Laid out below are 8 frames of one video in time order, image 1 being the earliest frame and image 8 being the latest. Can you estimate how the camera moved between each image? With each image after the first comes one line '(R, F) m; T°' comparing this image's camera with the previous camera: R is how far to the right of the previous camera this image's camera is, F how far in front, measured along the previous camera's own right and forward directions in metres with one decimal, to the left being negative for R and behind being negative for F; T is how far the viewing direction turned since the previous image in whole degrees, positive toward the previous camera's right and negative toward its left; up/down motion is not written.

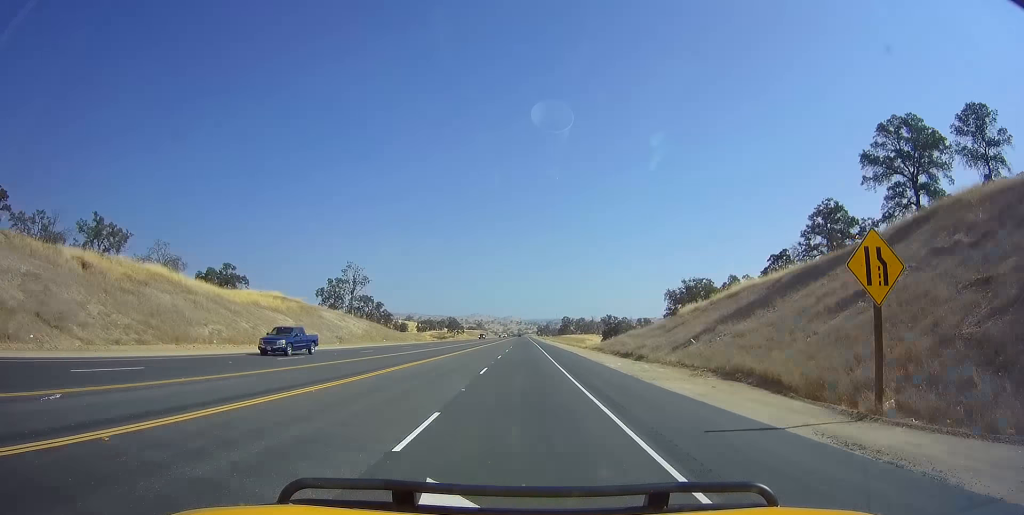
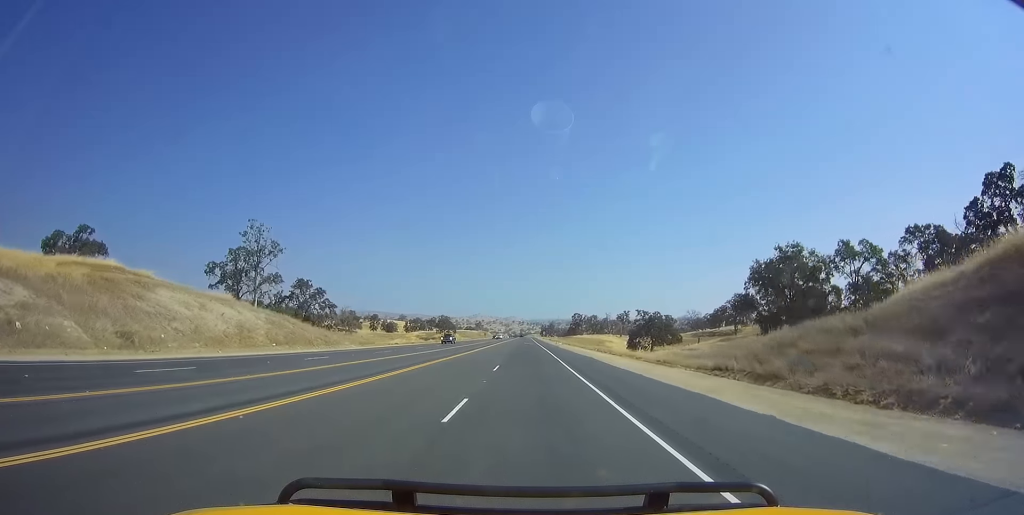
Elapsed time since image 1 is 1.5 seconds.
(+0.1, +41.4) m; 0°
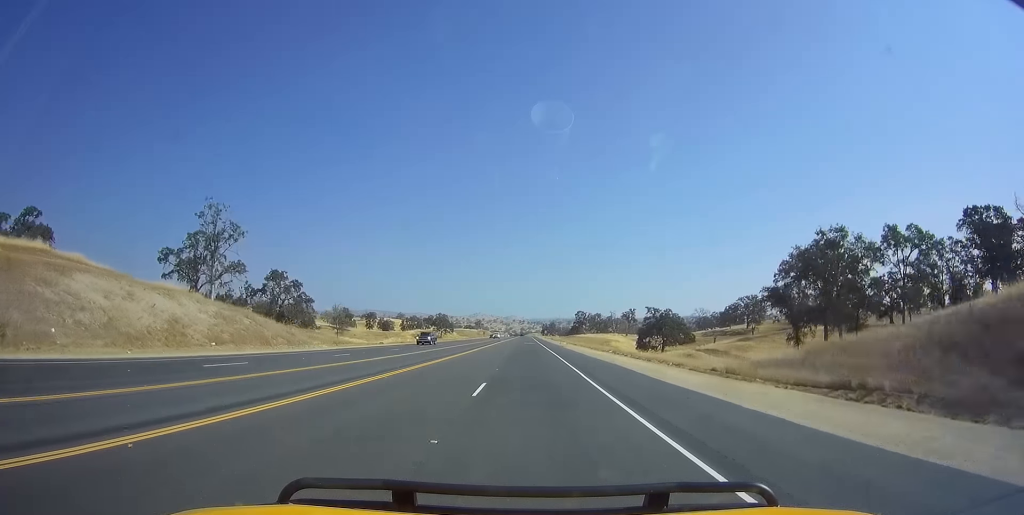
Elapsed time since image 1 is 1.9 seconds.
(0.0, +10.6) m; 0°
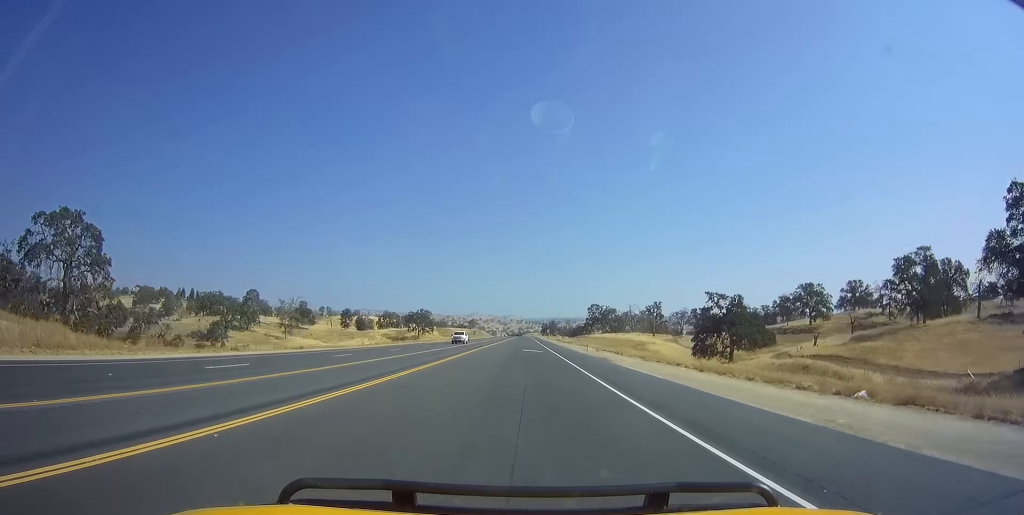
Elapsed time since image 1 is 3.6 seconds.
(+0.2, +44.5) m; -1°
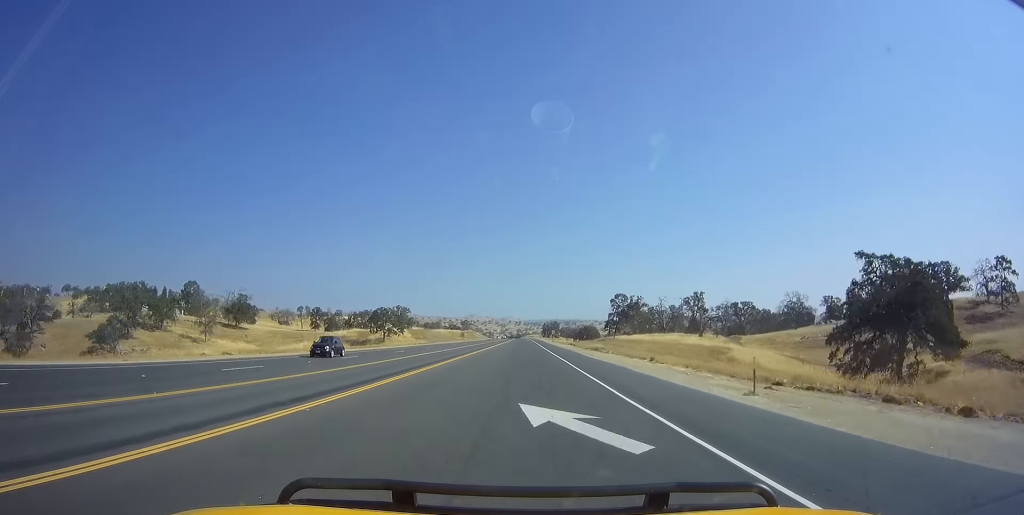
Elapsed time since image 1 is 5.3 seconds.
(-0.3, +42.8) m; +1°
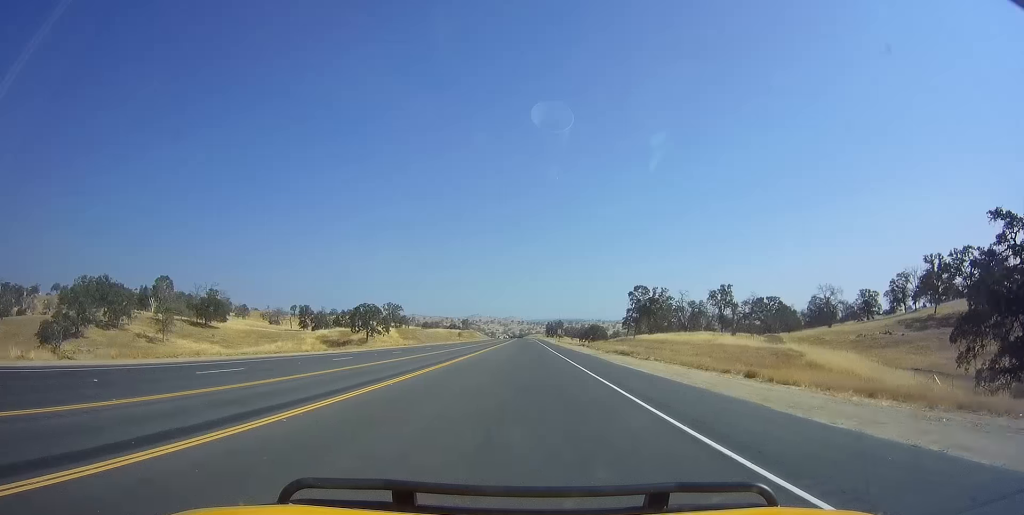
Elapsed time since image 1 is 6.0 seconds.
(+0.2, +17.1) m; 0°
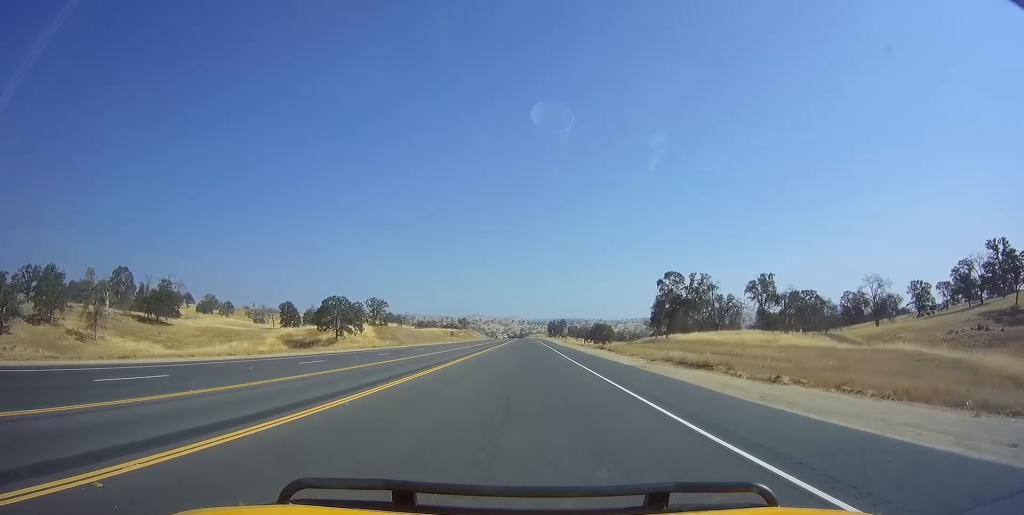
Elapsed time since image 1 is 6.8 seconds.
(+0.1, +20.5) m; -1°
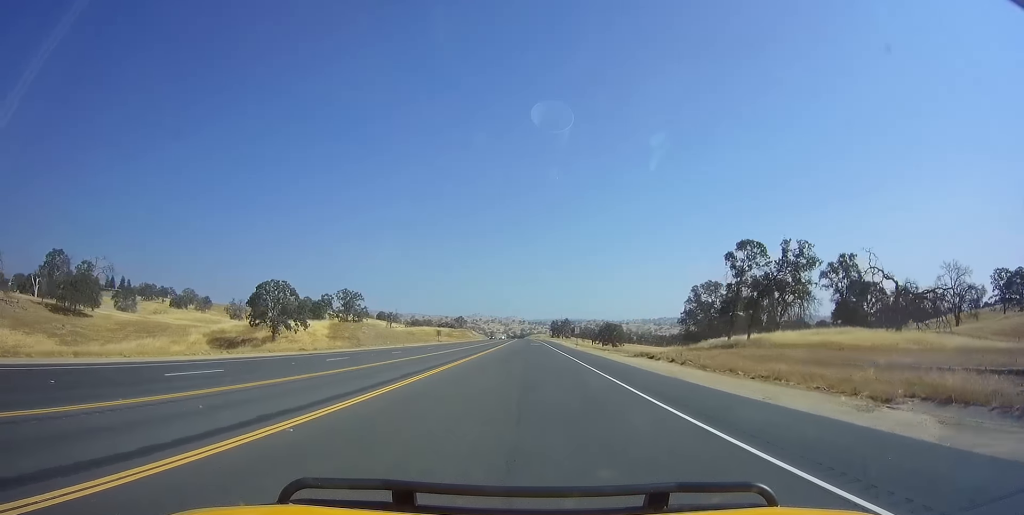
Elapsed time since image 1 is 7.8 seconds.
(-0.5, +26.2) m; 0°
